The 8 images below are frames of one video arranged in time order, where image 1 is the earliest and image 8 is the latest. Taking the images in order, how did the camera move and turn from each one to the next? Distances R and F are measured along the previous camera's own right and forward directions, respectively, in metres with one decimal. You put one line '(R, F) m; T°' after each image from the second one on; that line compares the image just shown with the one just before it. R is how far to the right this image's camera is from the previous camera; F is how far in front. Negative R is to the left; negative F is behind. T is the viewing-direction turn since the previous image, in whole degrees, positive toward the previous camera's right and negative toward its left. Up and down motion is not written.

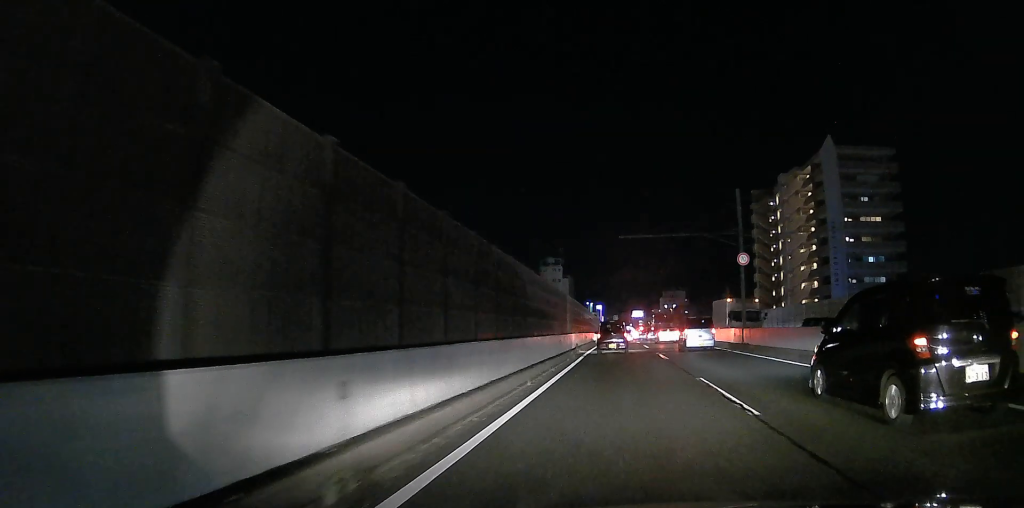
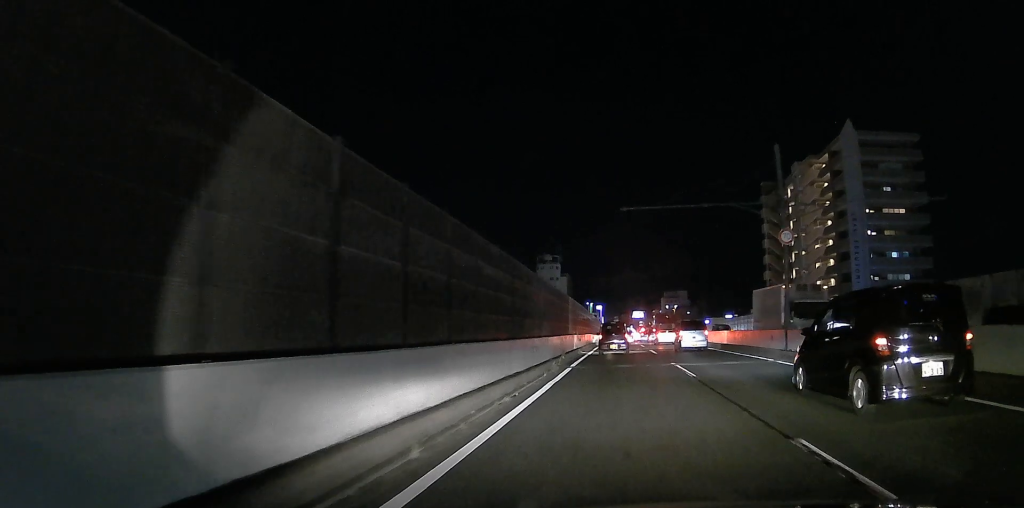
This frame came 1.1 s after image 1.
(+0.1, +7.9) m; -1°
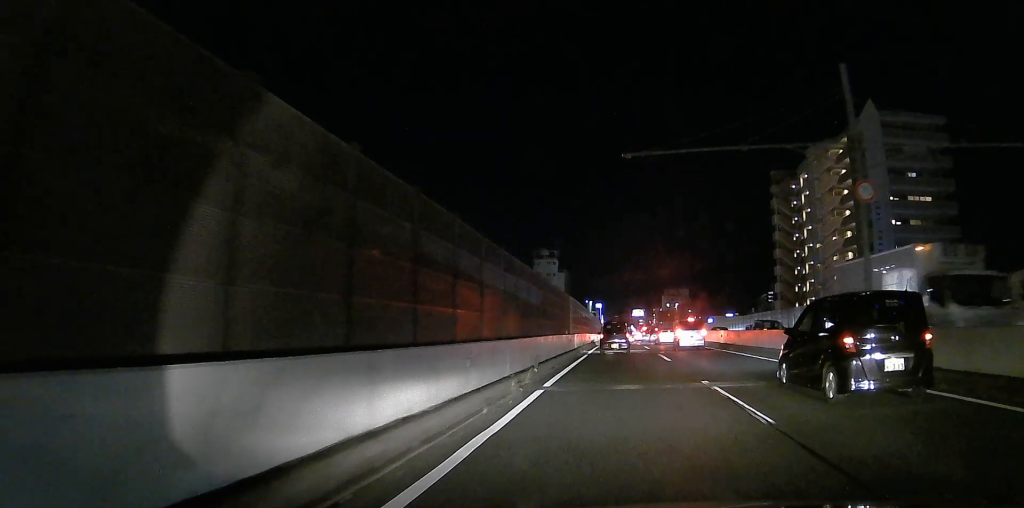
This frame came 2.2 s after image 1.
(0.0, +7.4) m; +1°
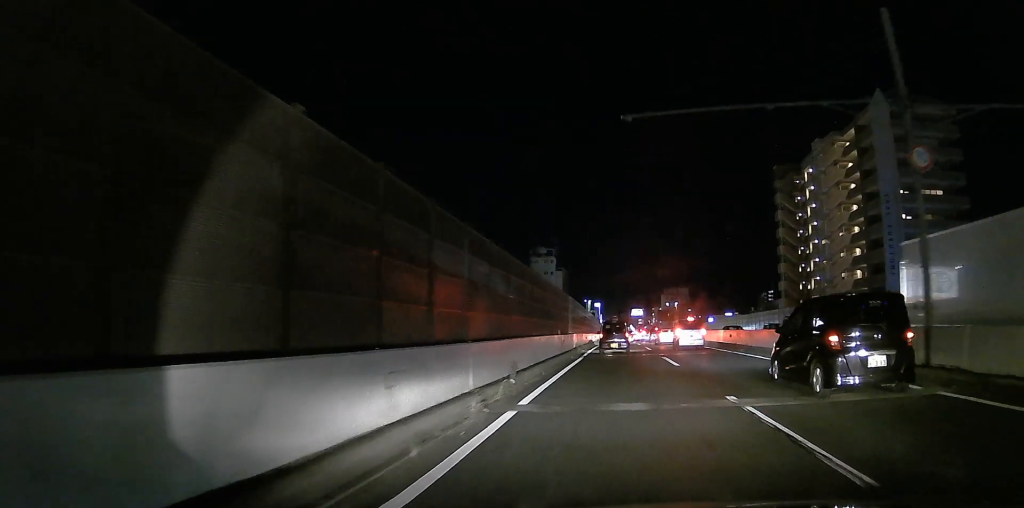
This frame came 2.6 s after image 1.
(+0.7, +3.0) m; 0°
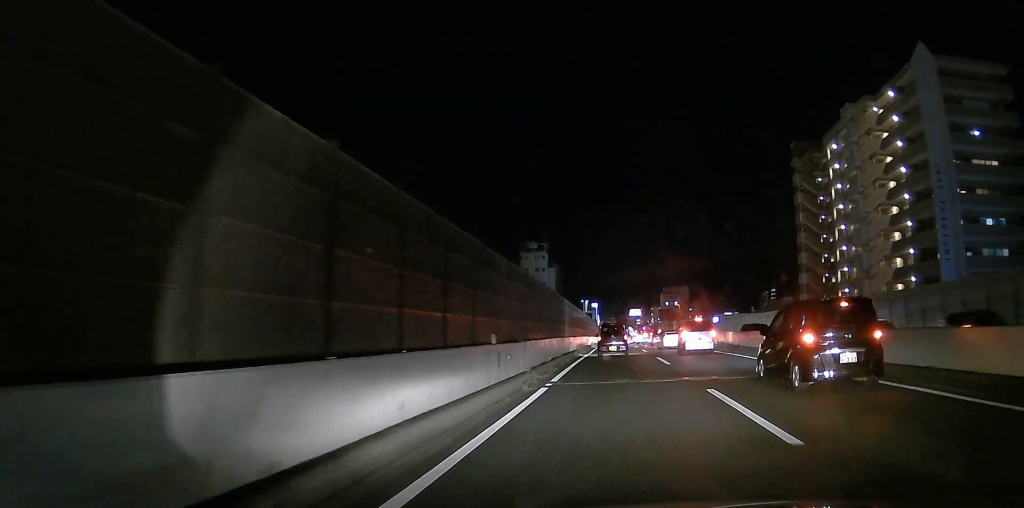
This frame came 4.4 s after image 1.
(-0.6, +13.1) m; -2°
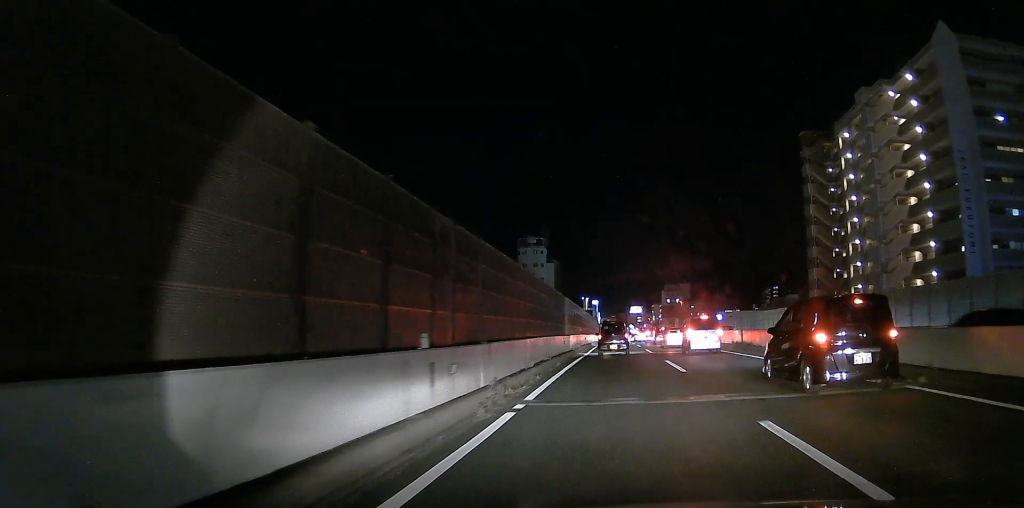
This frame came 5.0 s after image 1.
(-0.1, +4.6) m; 0°
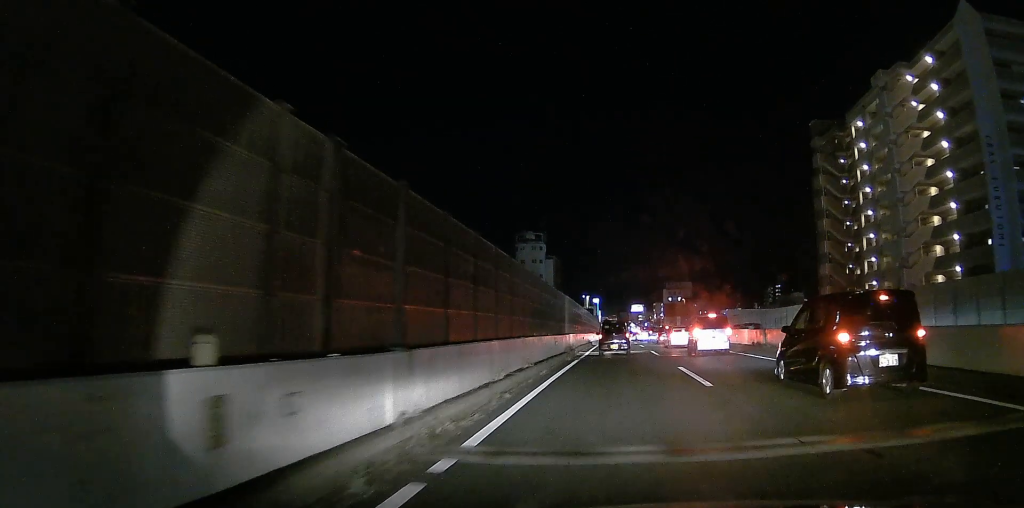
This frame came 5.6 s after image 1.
(-0.9, +4.6) m; 0°
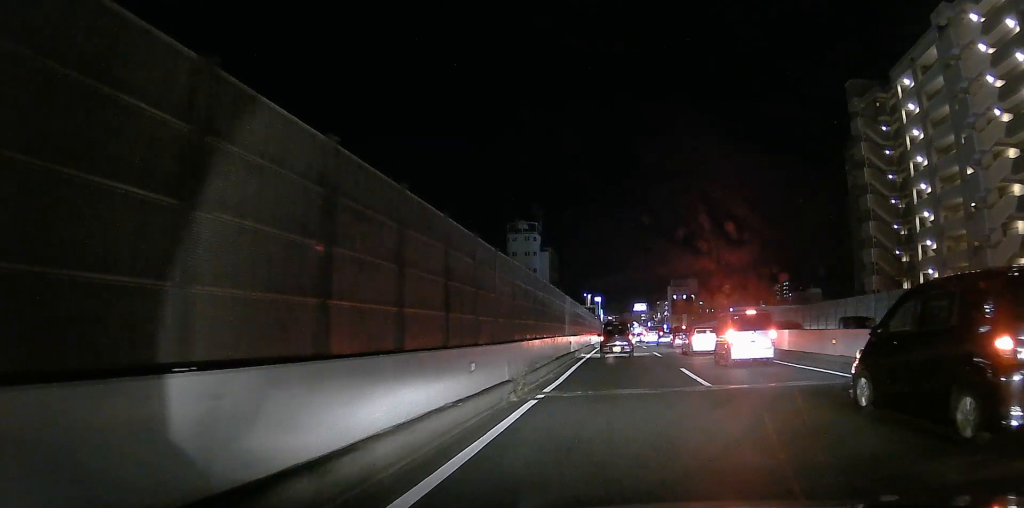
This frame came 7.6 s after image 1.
(+0.8, +14.1) m; +3°
